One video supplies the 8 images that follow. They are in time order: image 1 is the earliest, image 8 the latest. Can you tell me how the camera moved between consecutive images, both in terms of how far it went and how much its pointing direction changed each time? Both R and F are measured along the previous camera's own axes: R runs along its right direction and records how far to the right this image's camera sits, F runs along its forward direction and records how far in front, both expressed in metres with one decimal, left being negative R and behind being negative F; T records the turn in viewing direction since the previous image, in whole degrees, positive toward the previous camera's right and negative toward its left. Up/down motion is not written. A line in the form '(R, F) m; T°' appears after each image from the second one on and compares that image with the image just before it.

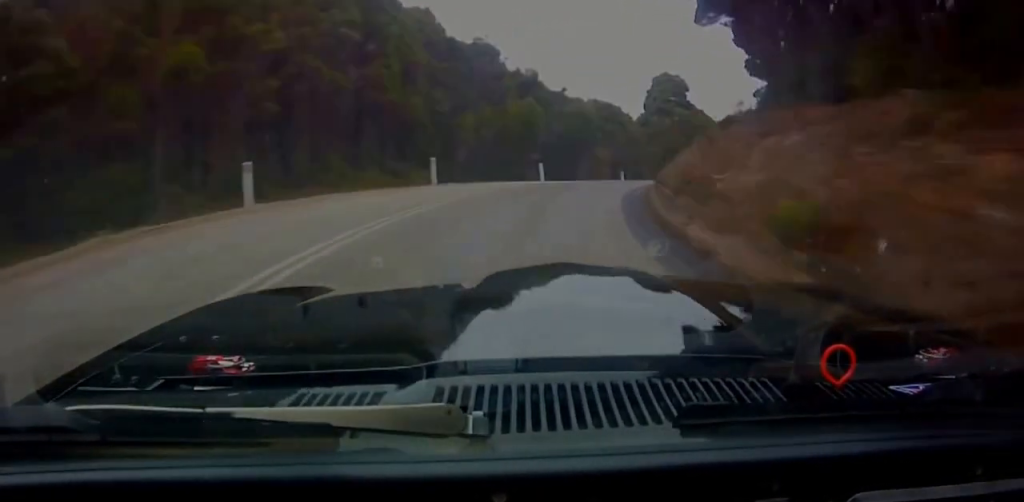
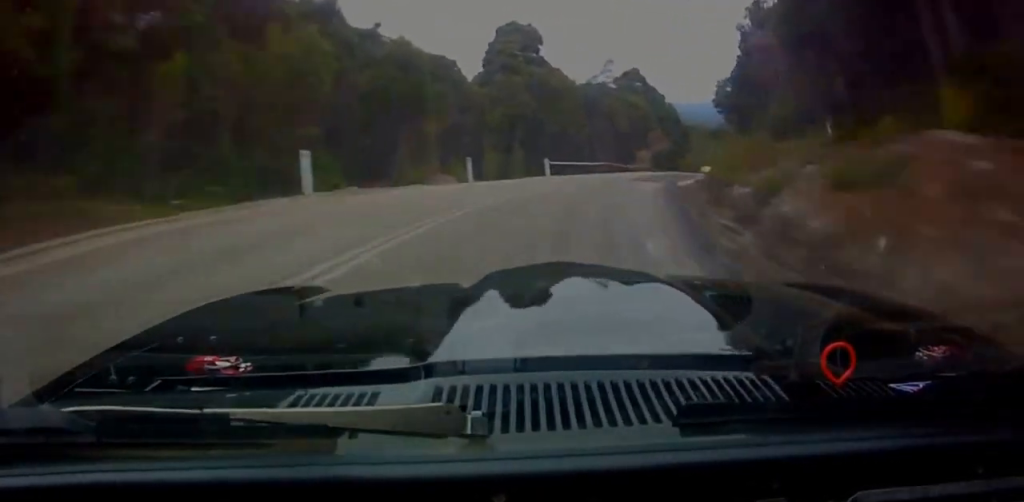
(+1.5, +16.8) m; +15°
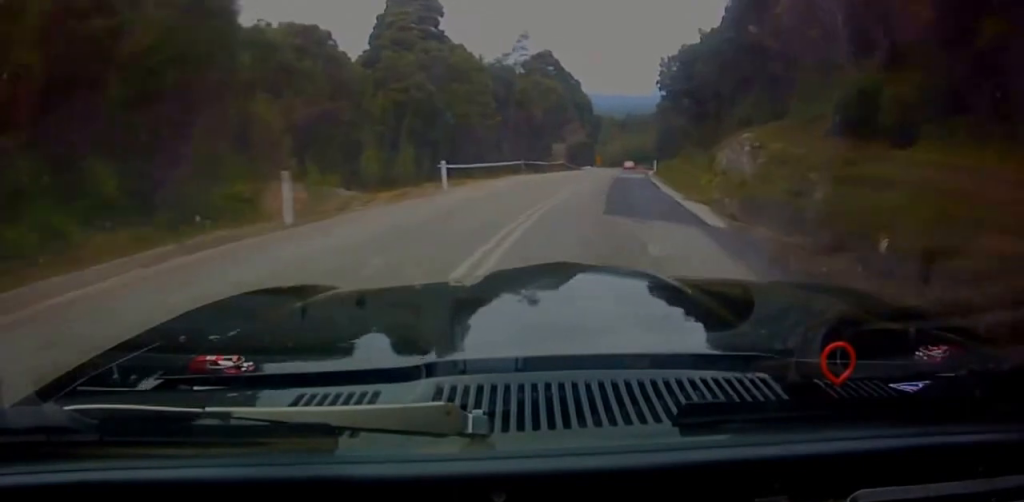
(+2.1, +12.9) m; +7°
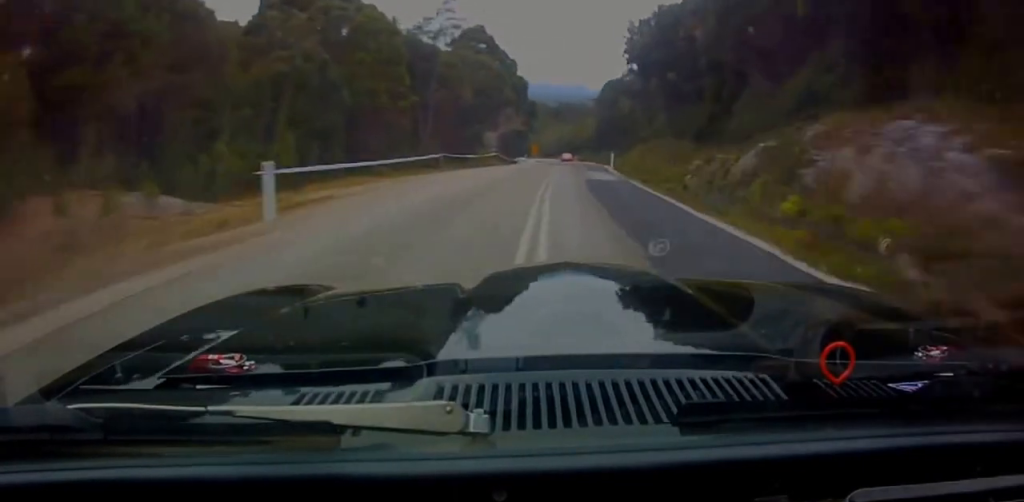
(+0.5, +11.6) m; +6°
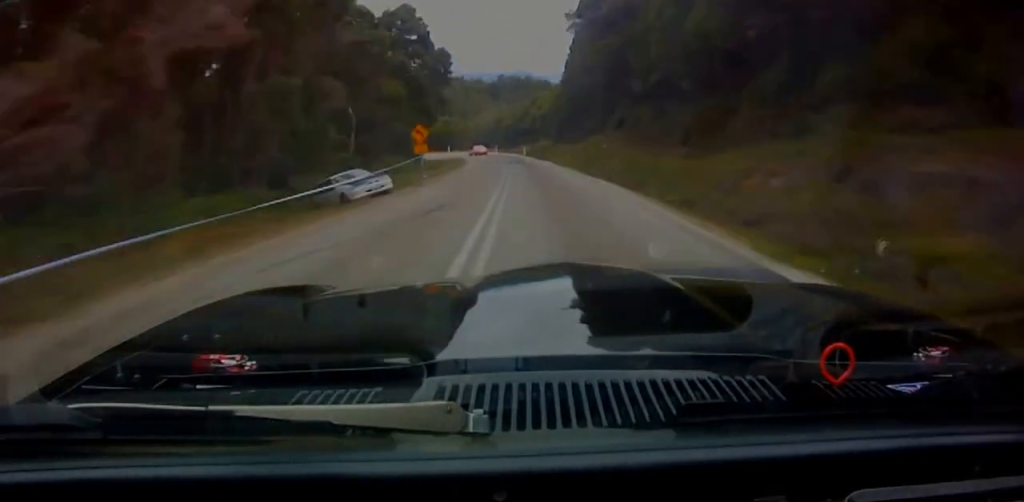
(+2.0, +58.8) m; +2°
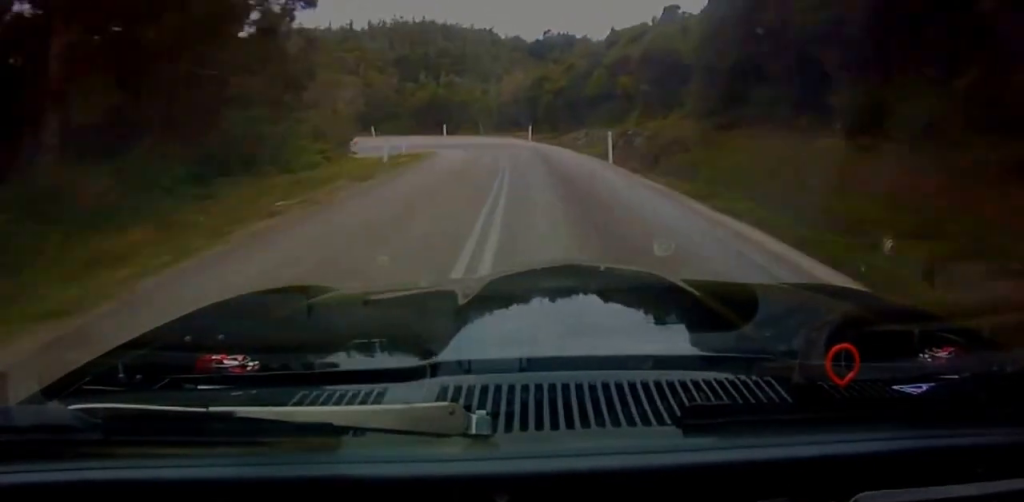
(-0.3, +49.5) m; -4°
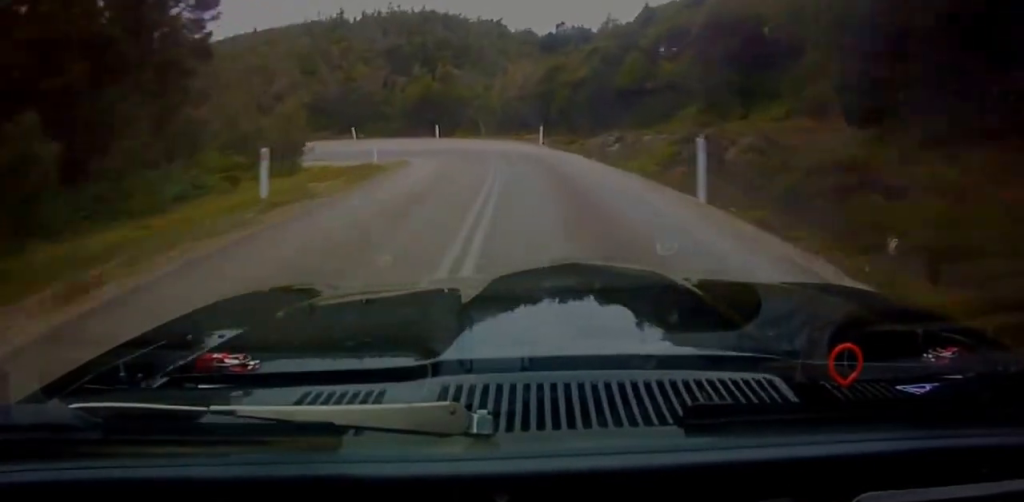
(+0.3, +12.2) m; -3°
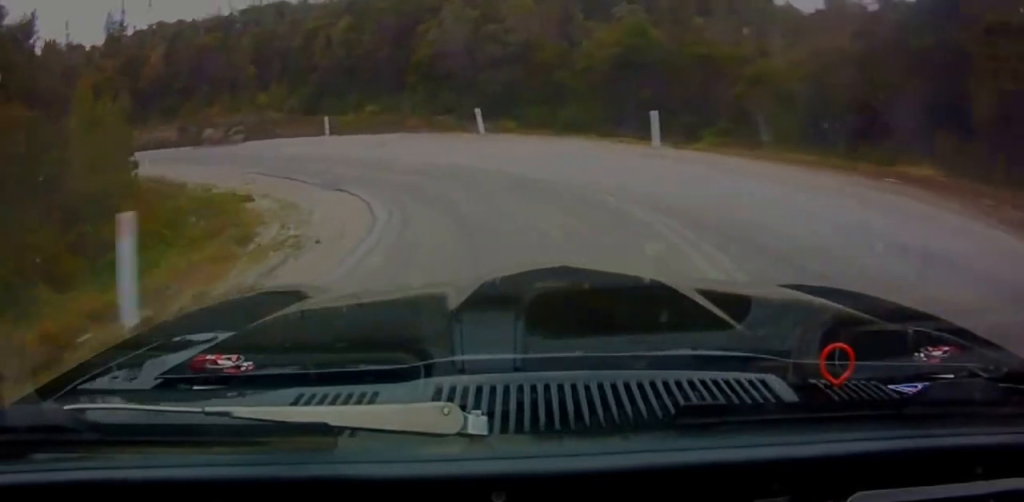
(-6.8, +34.1) m; -31°
